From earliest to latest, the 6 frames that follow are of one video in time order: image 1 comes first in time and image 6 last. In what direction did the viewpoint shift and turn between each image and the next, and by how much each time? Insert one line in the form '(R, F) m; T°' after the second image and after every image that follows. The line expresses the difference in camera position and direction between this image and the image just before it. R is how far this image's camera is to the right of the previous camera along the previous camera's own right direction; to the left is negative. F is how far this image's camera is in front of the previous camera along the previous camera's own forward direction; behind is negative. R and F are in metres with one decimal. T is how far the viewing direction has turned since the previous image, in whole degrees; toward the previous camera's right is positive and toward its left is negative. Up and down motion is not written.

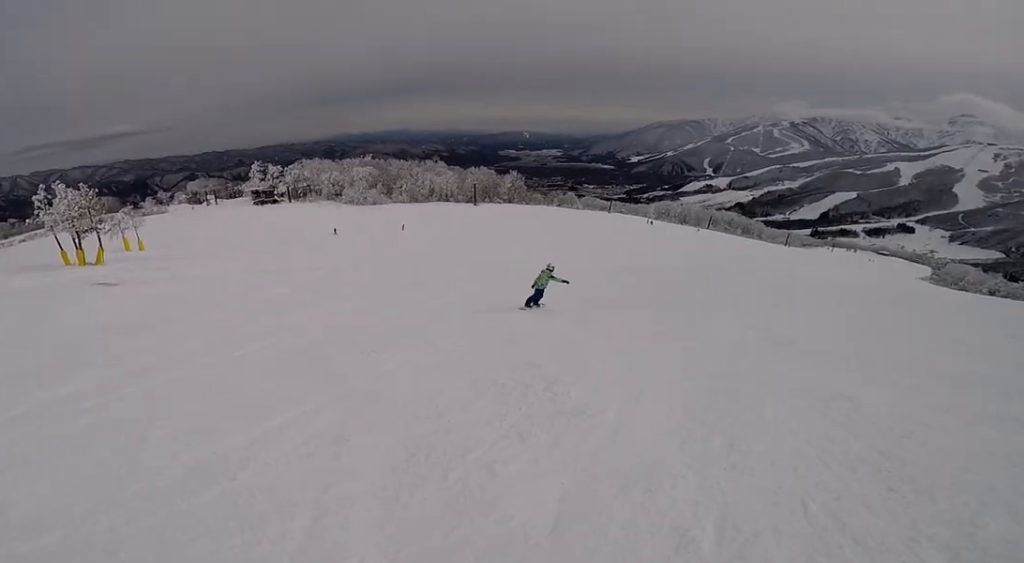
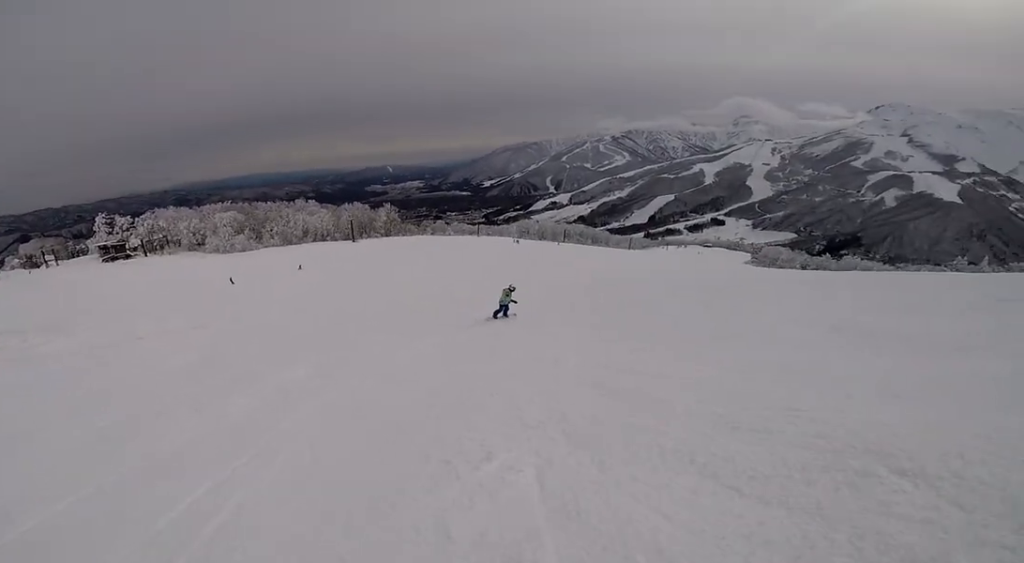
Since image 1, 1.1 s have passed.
(+1.5, +3.4) m; +39°
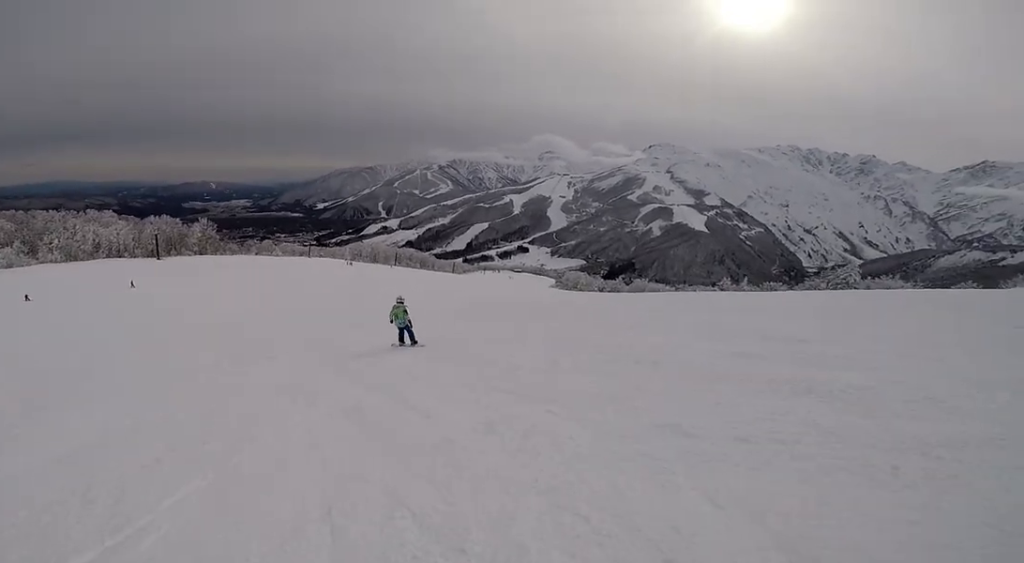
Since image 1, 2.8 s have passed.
(+1.9, +6.4) m; +27°
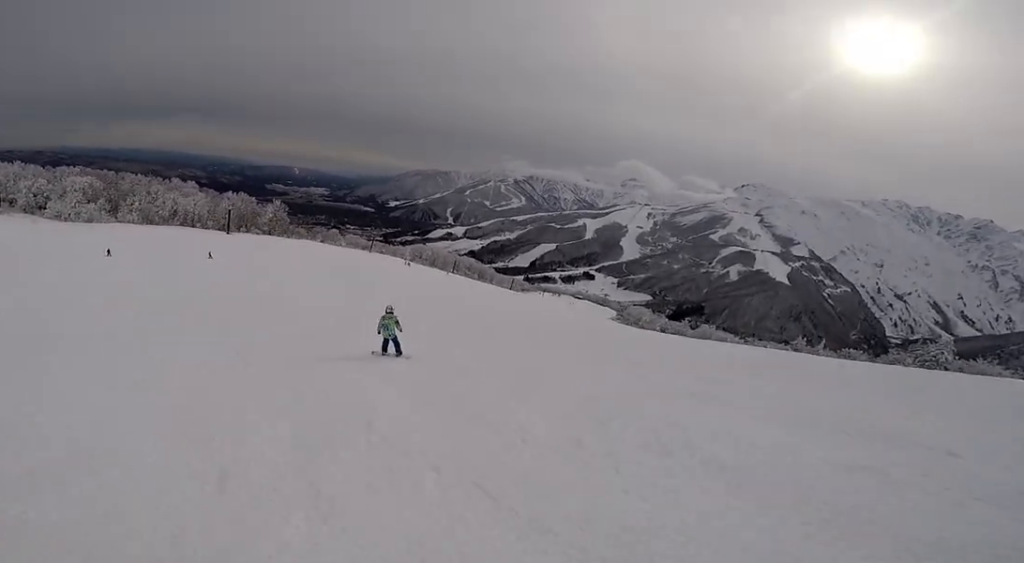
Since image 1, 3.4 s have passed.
(+0.3, +2.4) m; 0°
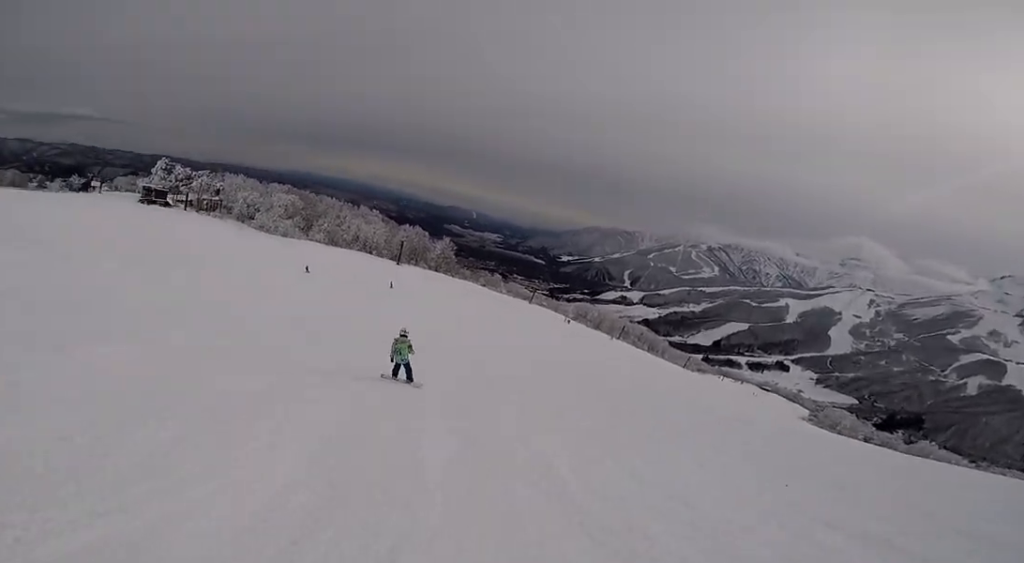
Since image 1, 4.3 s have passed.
(-0.1, +3.6) m; -8°
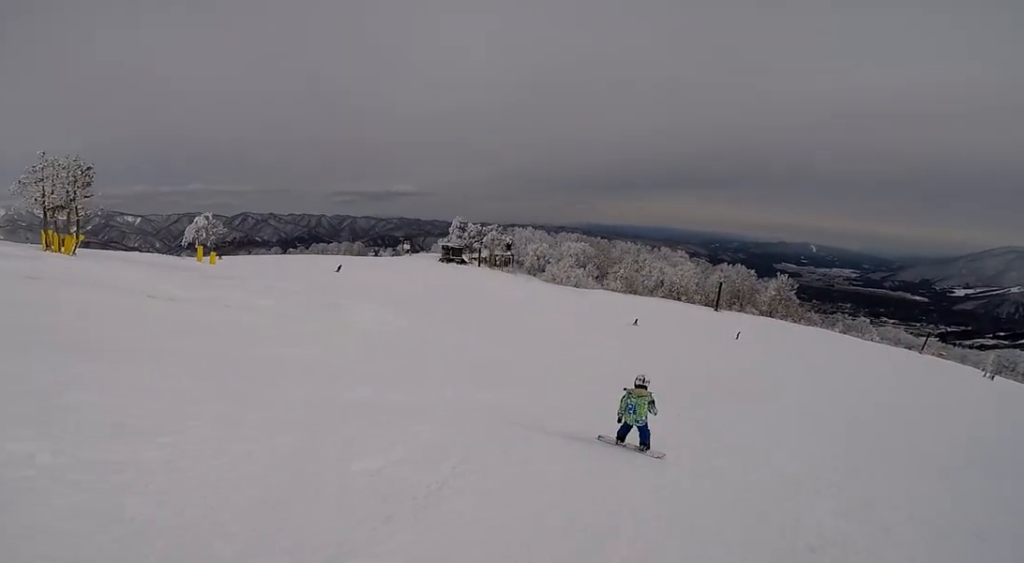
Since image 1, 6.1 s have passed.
(-2.0, +6.8) m; -37°
